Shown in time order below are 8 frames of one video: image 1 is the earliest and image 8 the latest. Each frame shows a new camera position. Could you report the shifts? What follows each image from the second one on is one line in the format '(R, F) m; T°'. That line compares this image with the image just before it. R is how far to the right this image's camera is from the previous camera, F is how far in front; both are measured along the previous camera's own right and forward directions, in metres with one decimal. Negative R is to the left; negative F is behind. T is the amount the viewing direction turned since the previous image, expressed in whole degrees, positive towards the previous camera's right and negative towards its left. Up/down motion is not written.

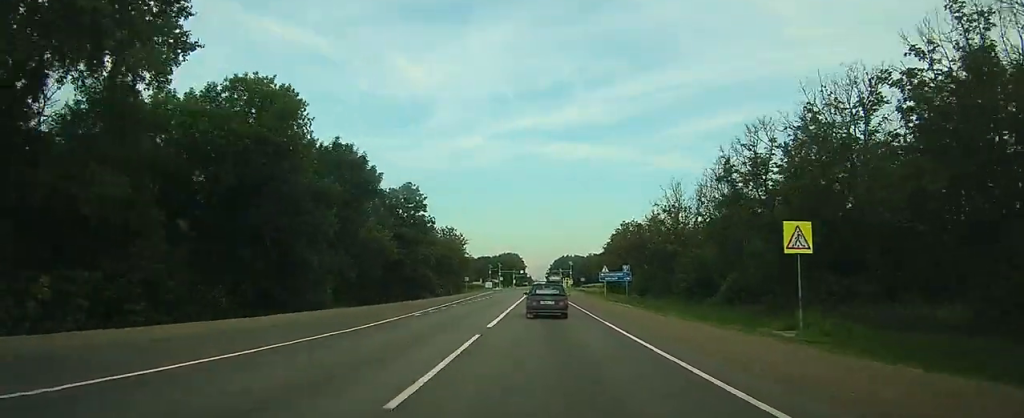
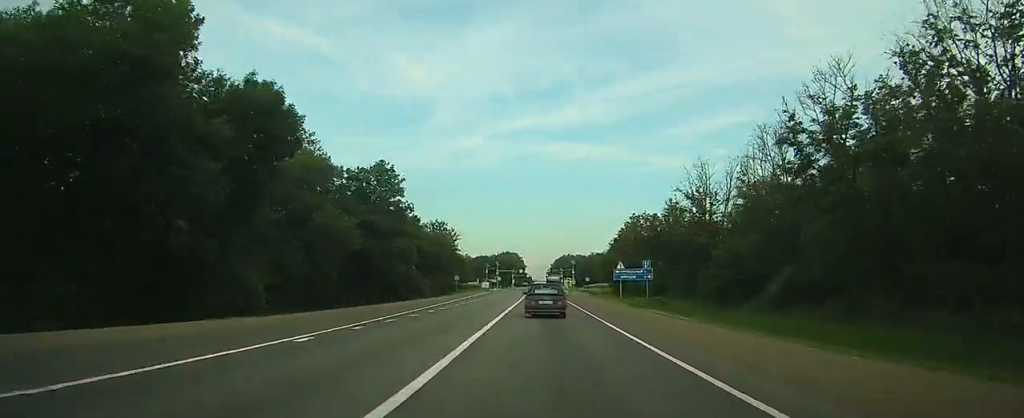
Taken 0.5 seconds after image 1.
(0.0, +13.0) m; 0°
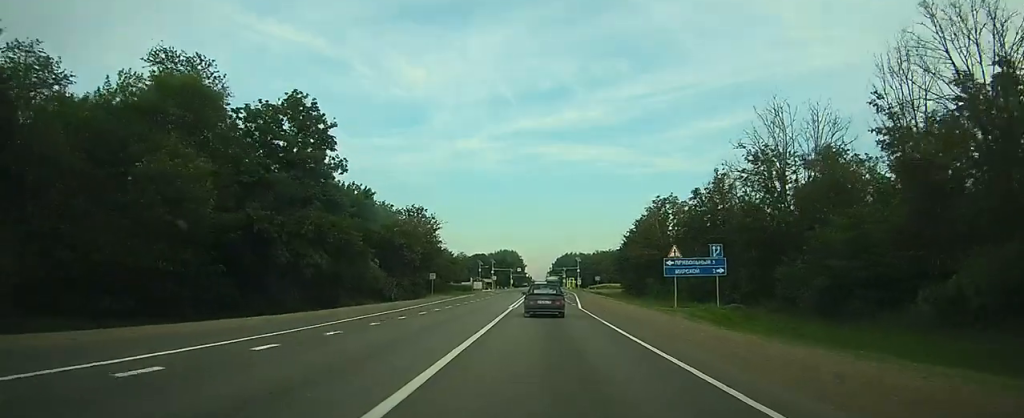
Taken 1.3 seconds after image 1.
(0.0, +22.2) m; 0°
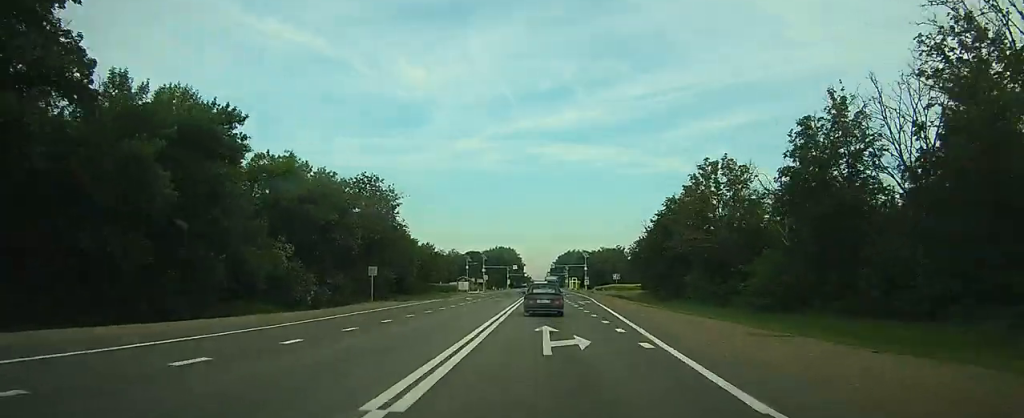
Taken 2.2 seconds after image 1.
(0.0, +26.8) m; 0°
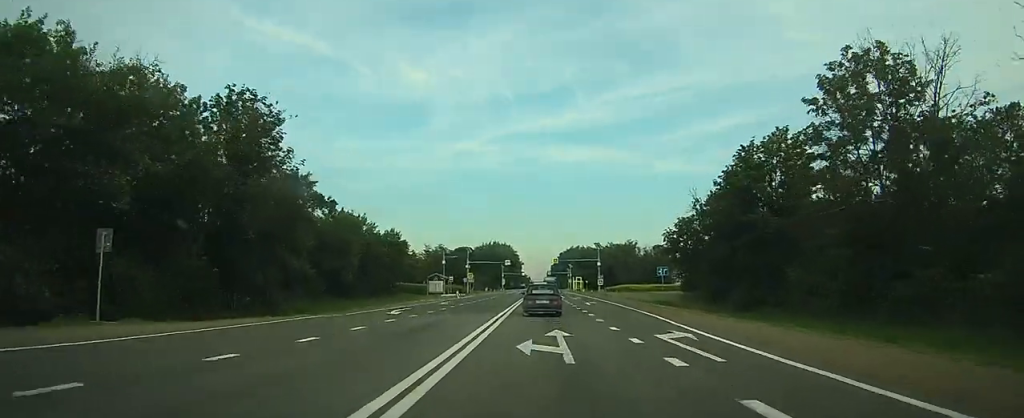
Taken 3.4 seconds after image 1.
(+0.1, +31.3) m; 0°
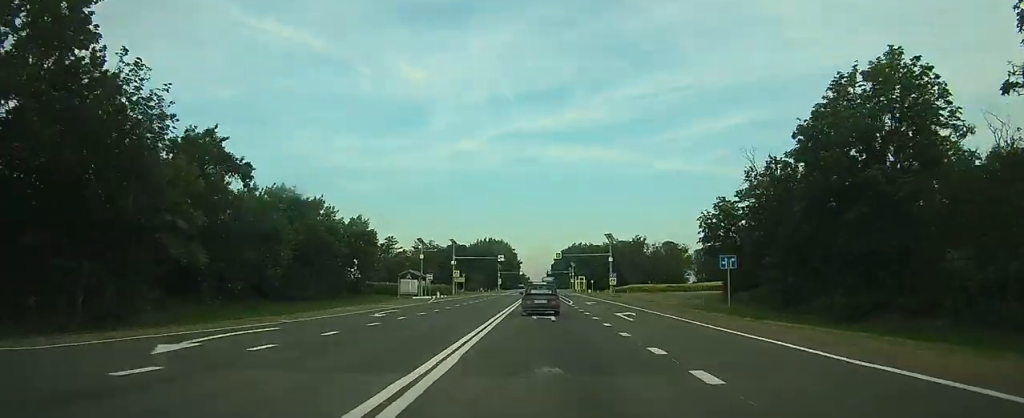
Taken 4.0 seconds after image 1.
(+0.1, +18.3) m; 0°
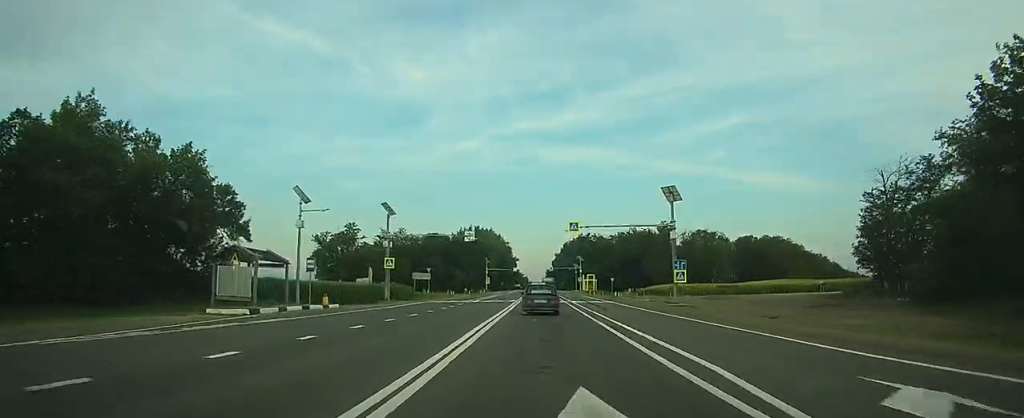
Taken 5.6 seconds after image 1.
(0.0, +42.0) m; 0°
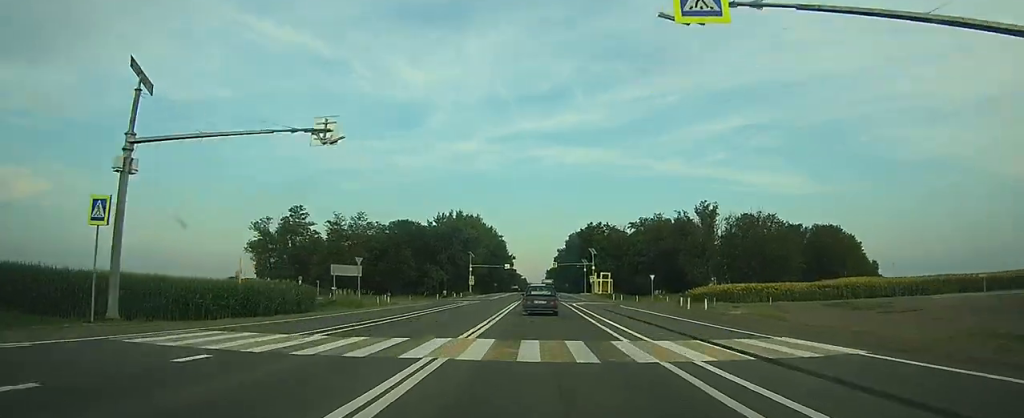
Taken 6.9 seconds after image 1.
(-0.1, +37.0) m; 0°
